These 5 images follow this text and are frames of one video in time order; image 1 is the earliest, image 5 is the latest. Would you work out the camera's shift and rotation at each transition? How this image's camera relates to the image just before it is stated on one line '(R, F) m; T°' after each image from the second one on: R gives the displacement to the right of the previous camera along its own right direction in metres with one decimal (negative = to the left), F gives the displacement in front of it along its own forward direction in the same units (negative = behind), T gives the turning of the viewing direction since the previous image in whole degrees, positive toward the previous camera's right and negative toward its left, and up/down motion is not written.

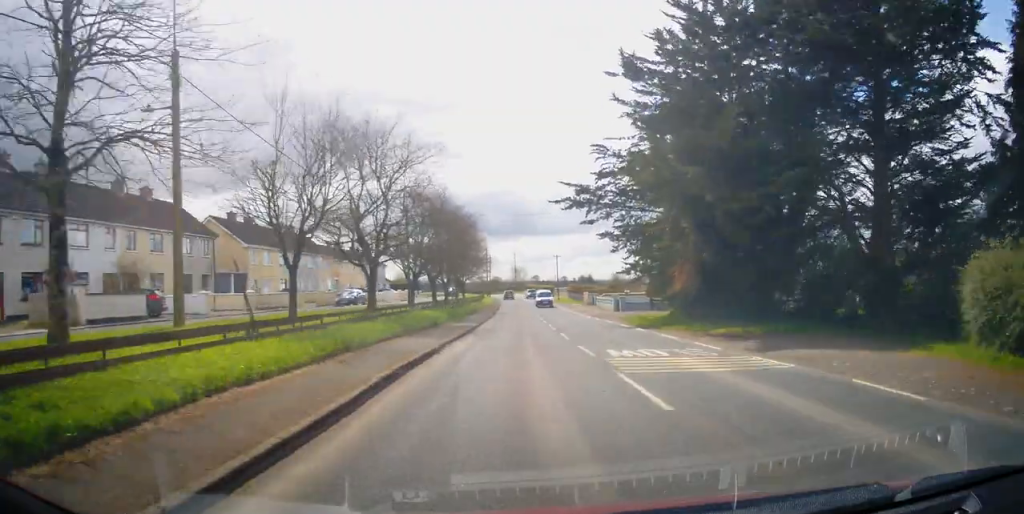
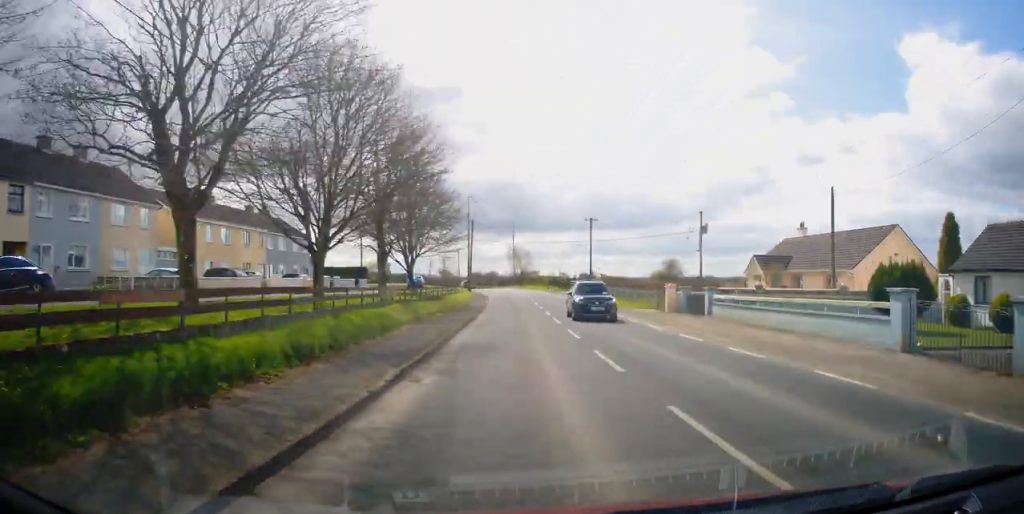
(-5.5, +38.3) m; -10°
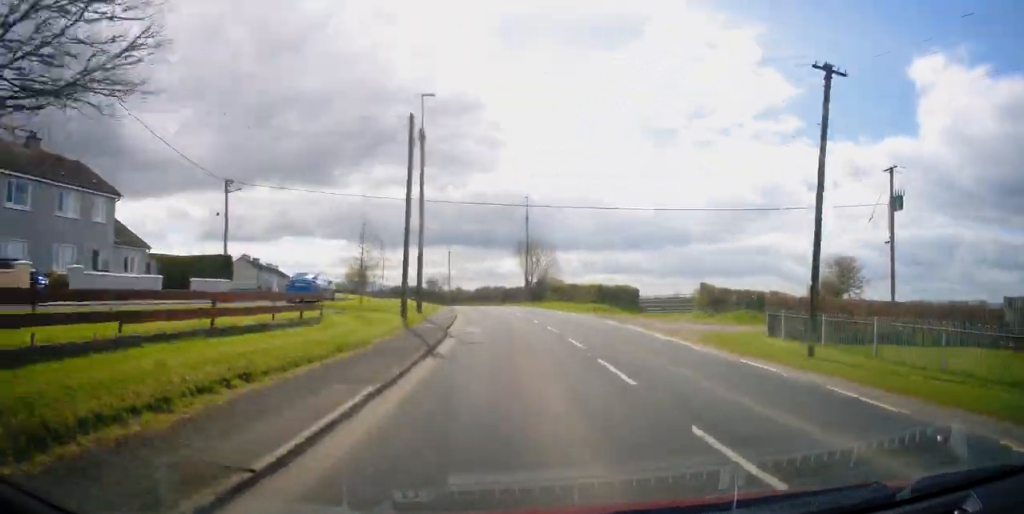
(0.0, +36.8) m; 0°
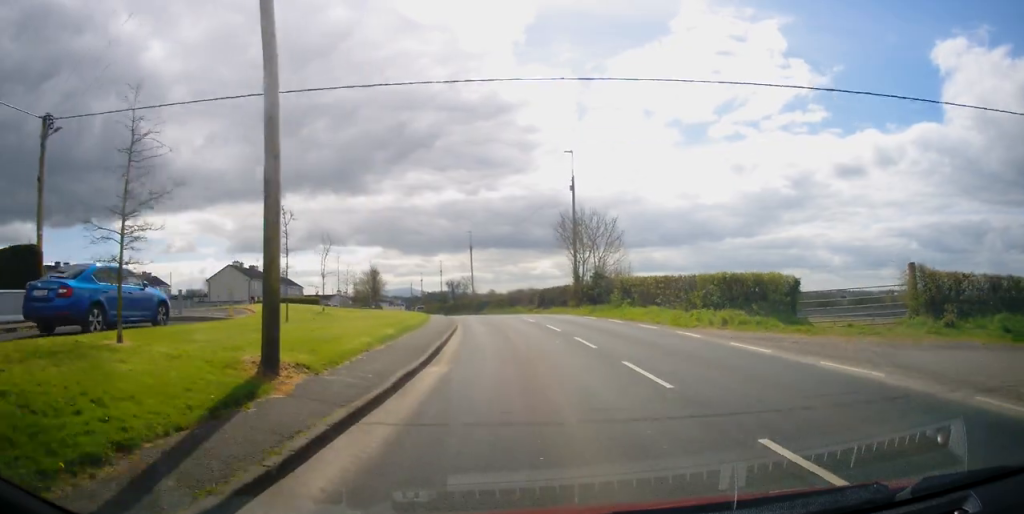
(-0.1, +18.6) m; -2°
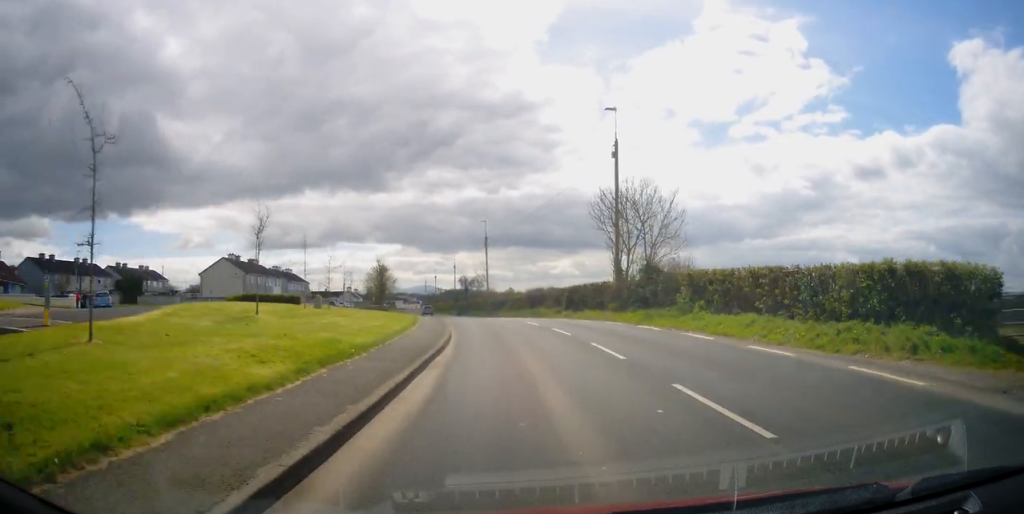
(0.0, +9.0) m; -1°
